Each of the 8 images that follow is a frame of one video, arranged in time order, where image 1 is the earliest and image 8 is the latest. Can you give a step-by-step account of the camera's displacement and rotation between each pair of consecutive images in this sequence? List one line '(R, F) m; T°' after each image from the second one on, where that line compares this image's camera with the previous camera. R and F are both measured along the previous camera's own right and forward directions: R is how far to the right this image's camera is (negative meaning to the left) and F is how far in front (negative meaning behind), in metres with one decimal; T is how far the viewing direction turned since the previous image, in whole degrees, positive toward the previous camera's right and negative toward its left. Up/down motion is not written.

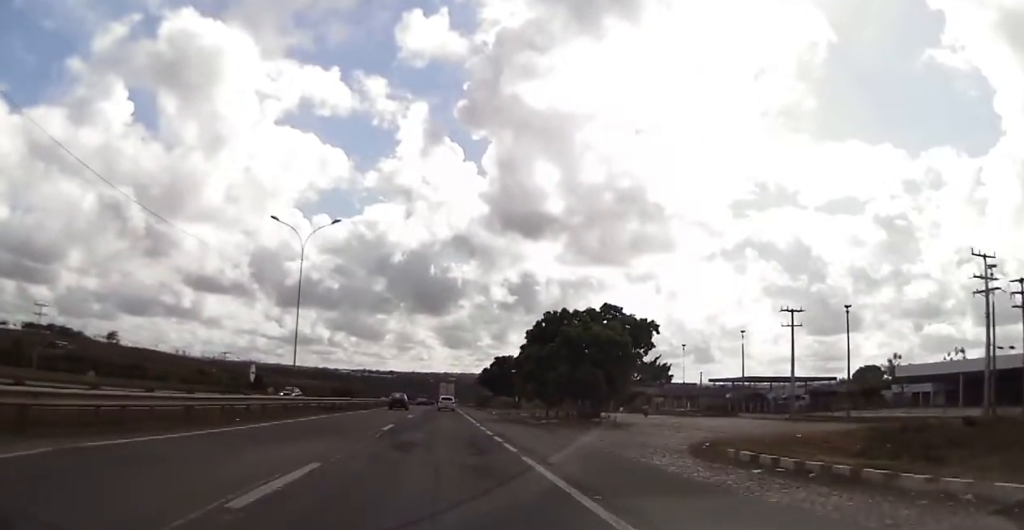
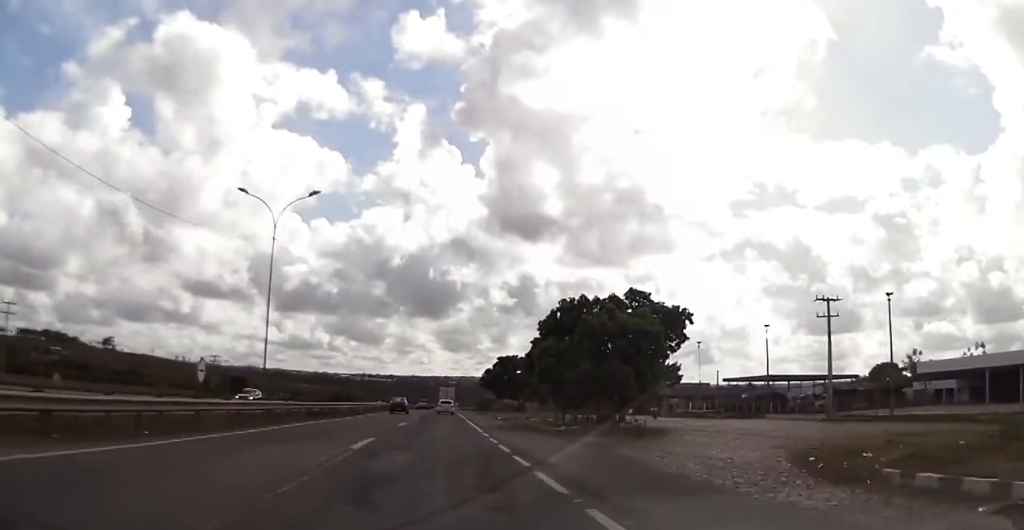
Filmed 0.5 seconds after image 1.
(+0.3, +6.9) m; 0°
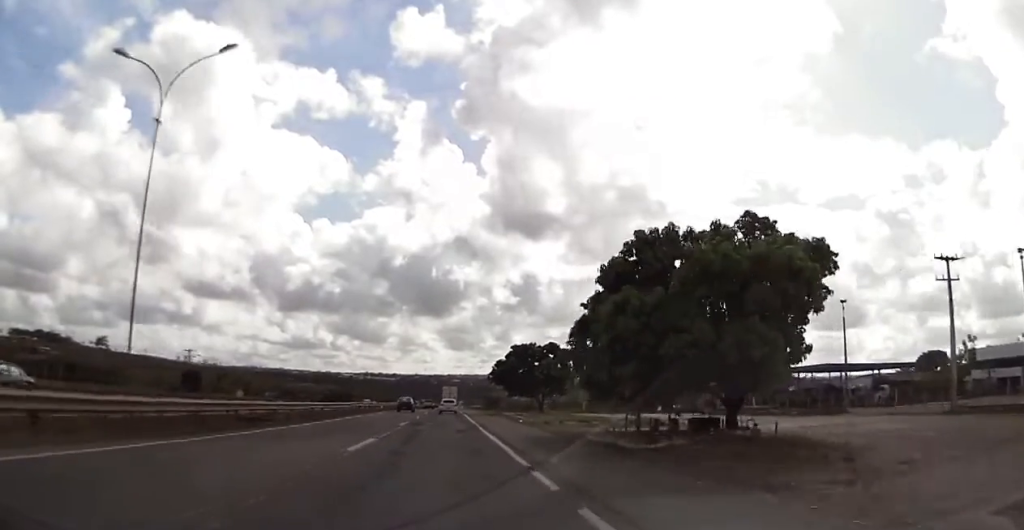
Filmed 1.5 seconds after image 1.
(-0.5, +16.2) m; -2°
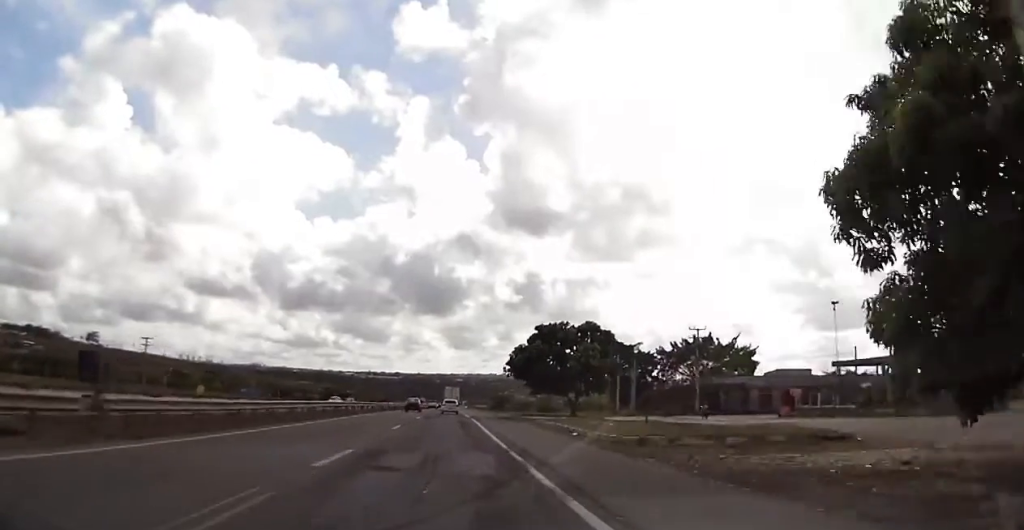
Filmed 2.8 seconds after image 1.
(0.0, +19.8) m; 0°
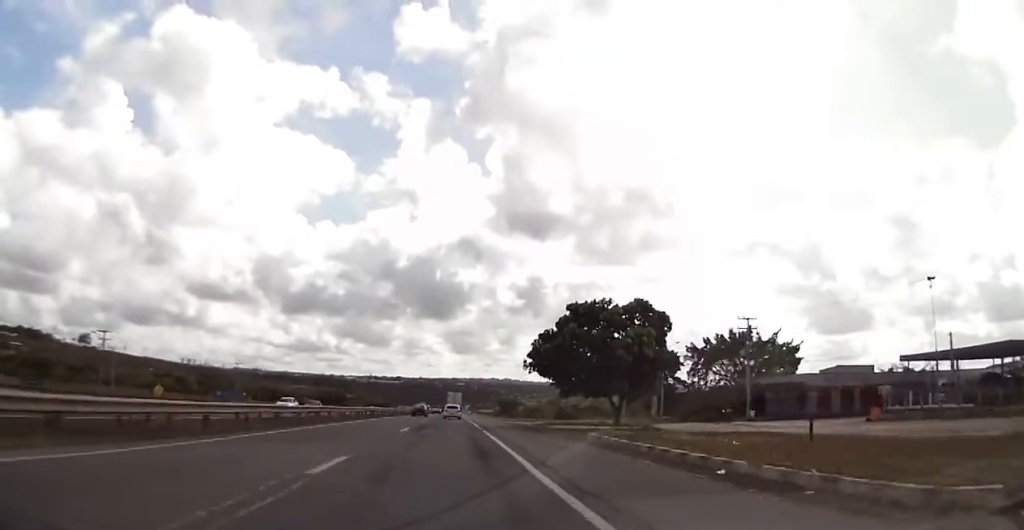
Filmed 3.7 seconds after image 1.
(0.0, +15.0) m; 0°
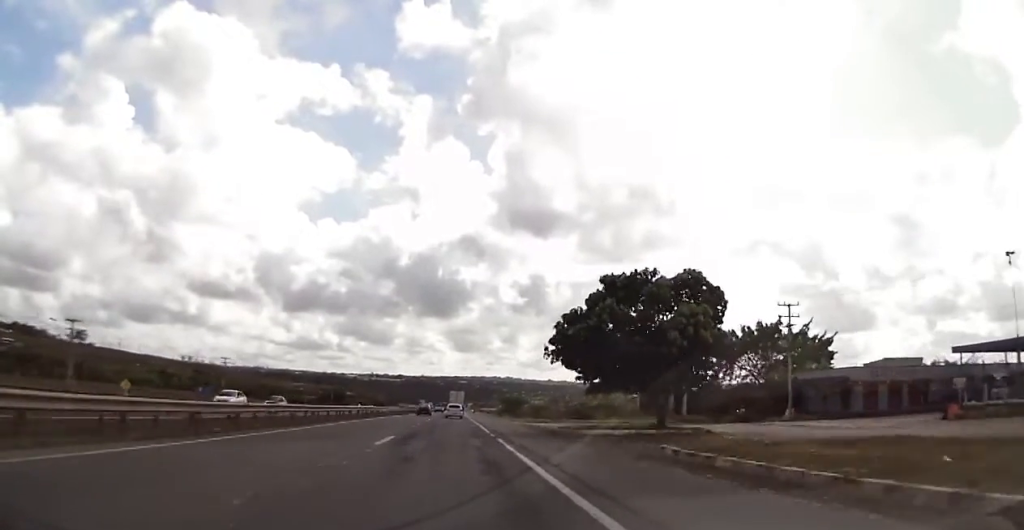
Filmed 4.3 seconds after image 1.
(0.0, +9.3) m; 0°
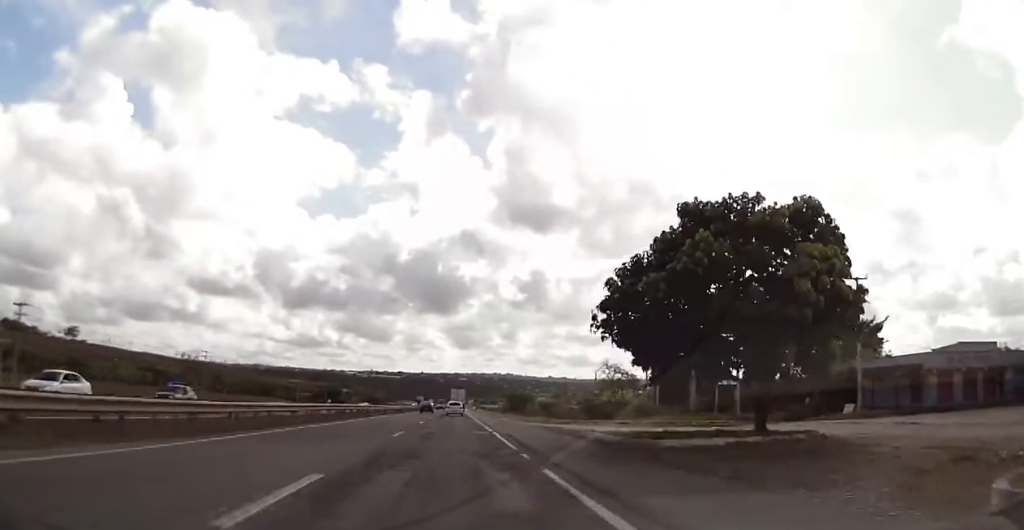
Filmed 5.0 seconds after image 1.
(0.0, +12.1) m; -1°
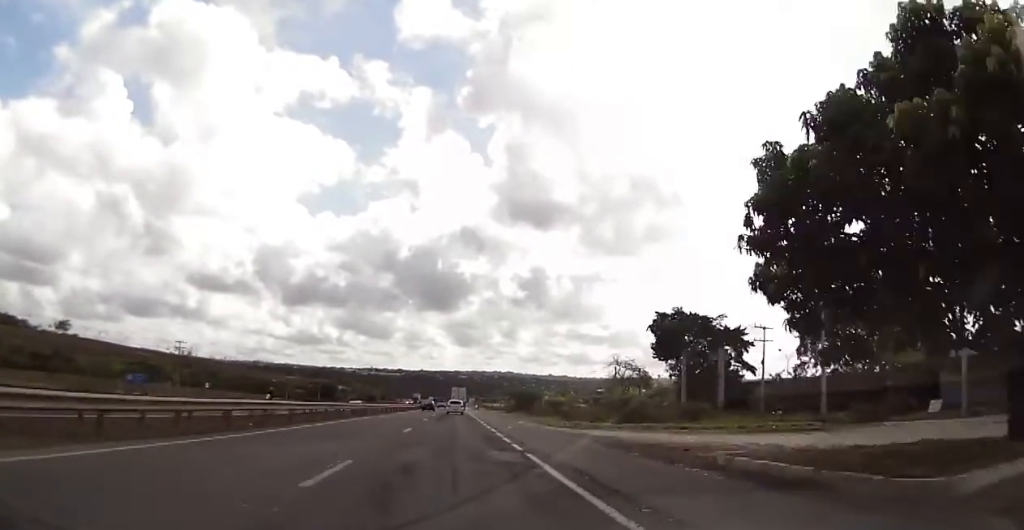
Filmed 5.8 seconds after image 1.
(-0.1, +12.8) m; -1°
